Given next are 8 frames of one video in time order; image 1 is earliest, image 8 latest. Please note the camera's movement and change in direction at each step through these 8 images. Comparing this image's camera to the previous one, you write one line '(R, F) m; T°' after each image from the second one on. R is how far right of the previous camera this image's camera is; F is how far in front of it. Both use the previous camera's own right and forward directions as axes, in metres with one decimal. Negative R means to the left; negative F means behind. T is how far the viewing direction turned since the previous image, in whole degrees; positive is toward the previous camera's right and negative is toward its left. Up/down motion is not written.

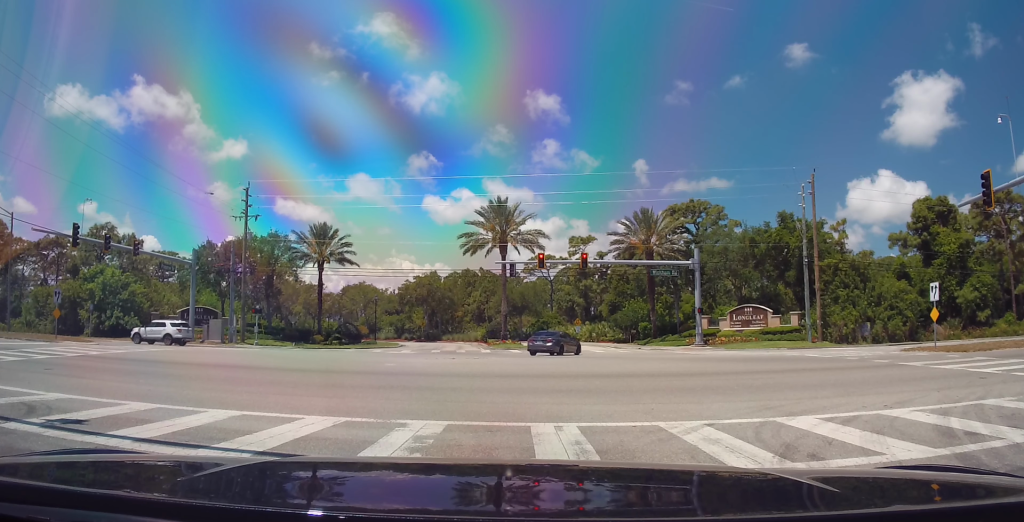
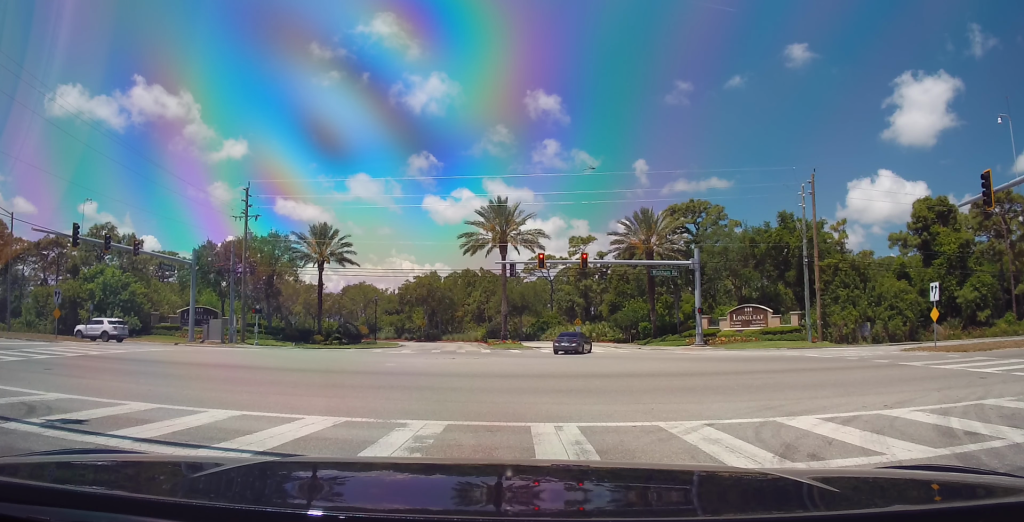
(0.0, 0.0) m; 0°
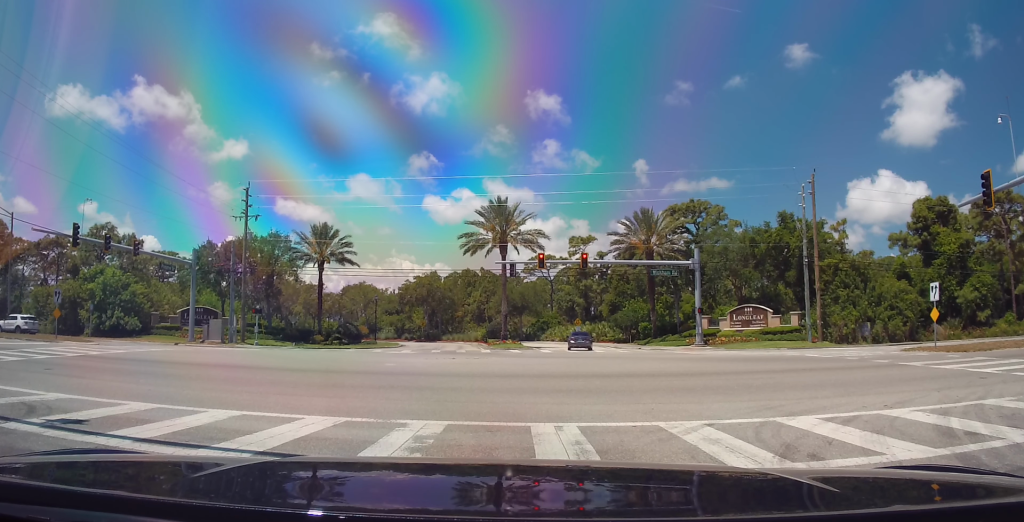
(0.0, 0.0) m; 0°
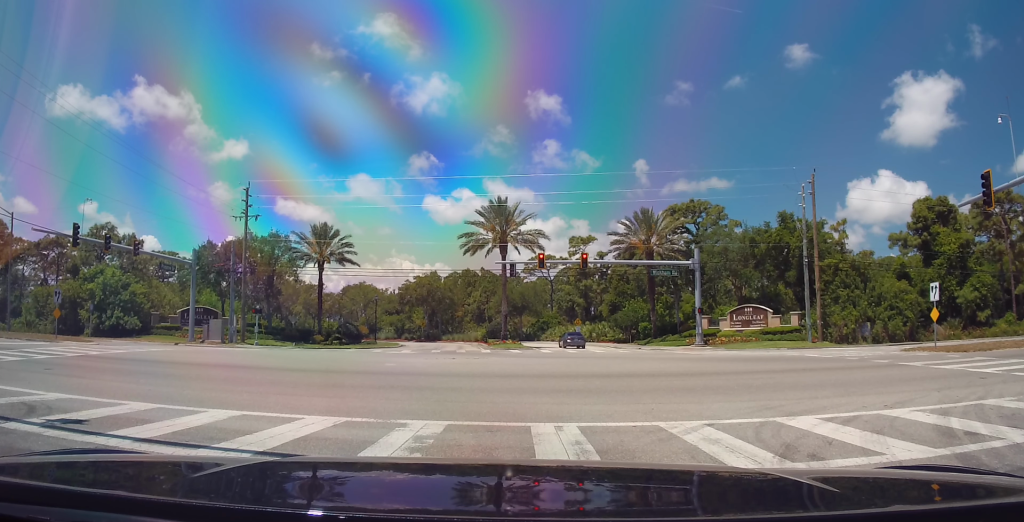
(0.0, 0.0) m; 0°
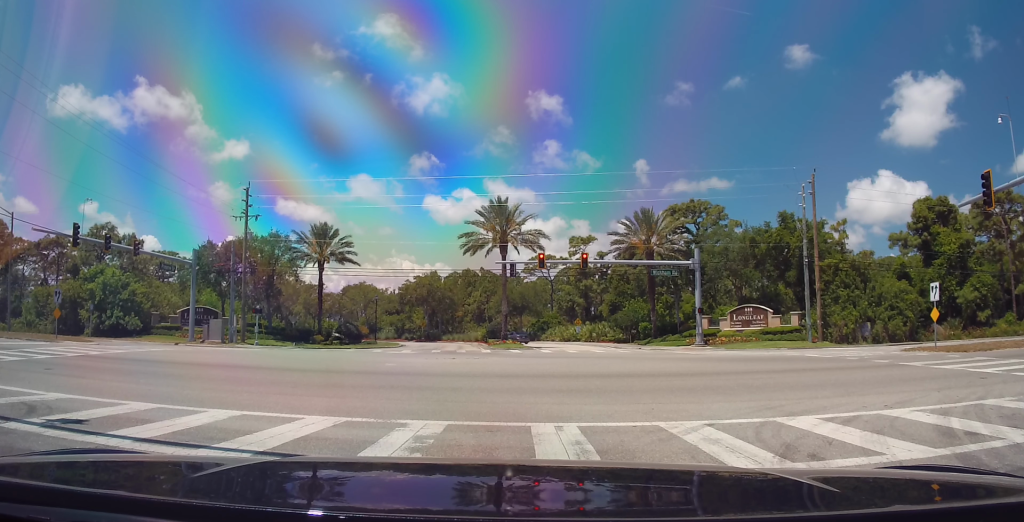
(0.0, 0.0) m; 0°
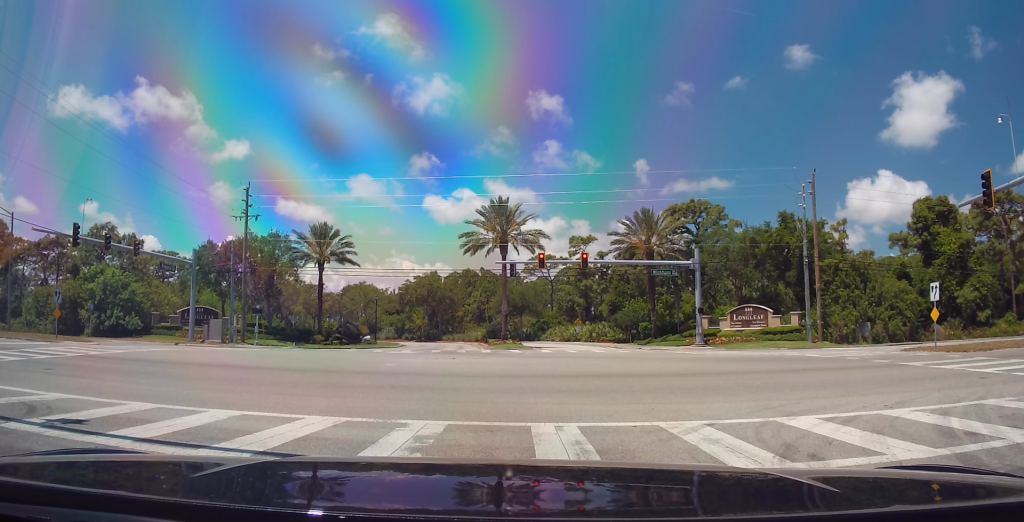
(0.0, 0.0) m; 0°
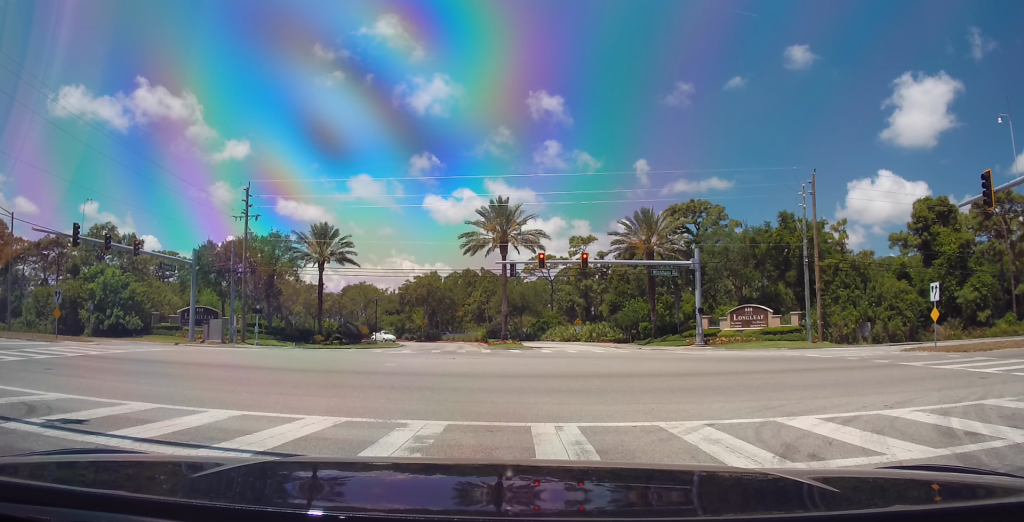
(0.0, 0.0) m; 0°
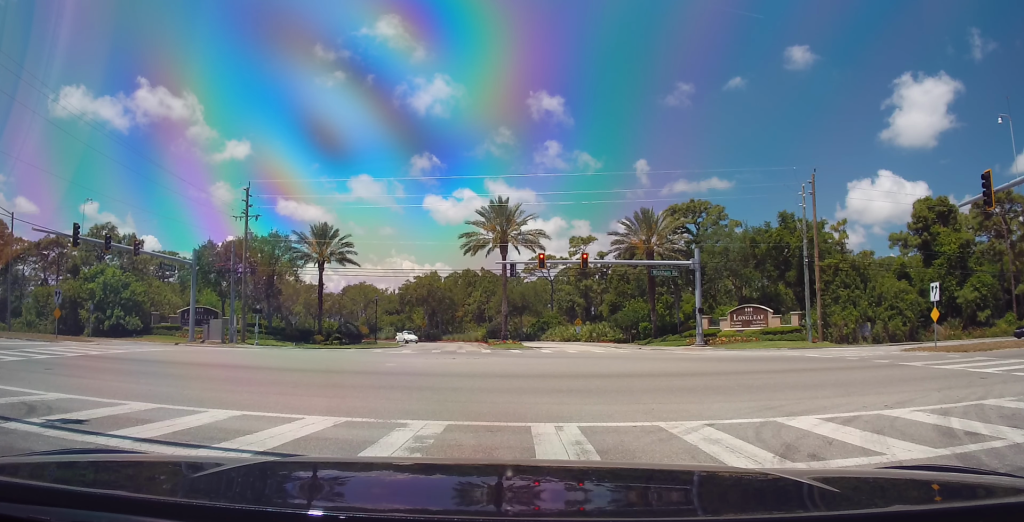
(0.0, 0.0) m; 0°
